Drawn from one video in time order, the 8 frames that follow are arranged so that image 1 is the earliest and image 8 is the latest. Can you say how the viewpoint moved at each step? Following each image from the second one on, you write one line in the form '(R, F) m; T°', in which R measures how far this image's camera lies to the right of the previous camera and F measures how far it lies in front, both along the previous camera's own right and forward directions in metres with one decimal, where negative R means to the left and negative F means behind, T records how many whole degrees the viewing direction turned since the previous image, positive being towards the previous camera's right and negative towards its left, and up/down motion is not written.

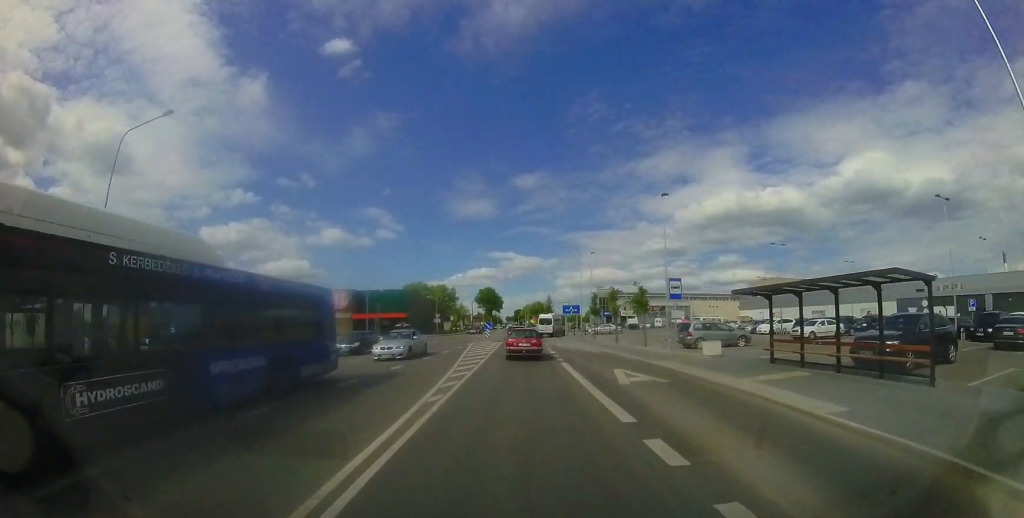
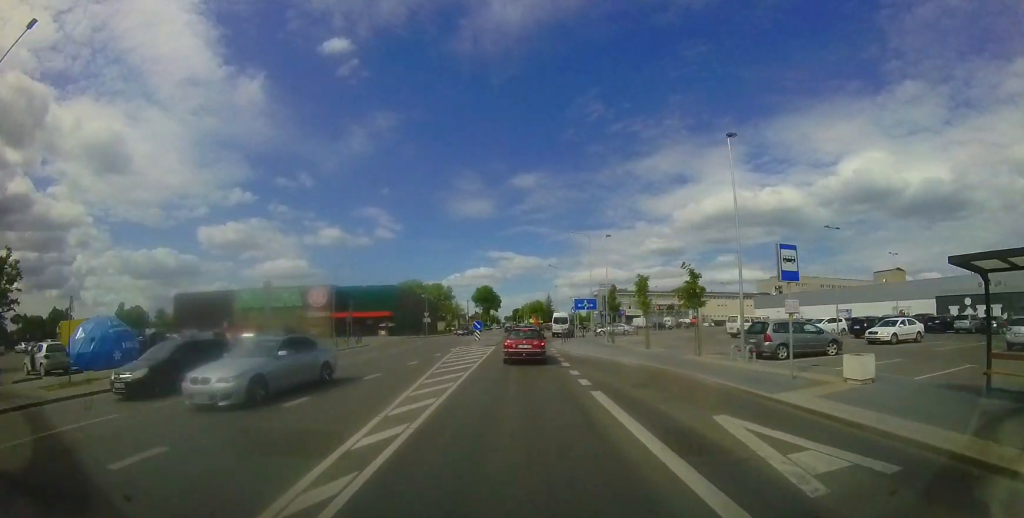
(0.0, +6.8) m; +1°
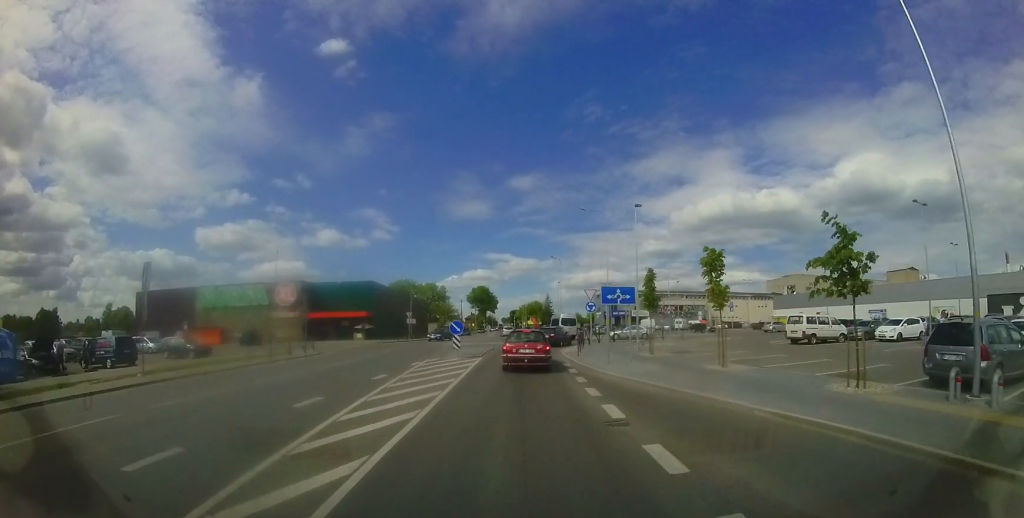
(+0.3, +8.4) m; +1°
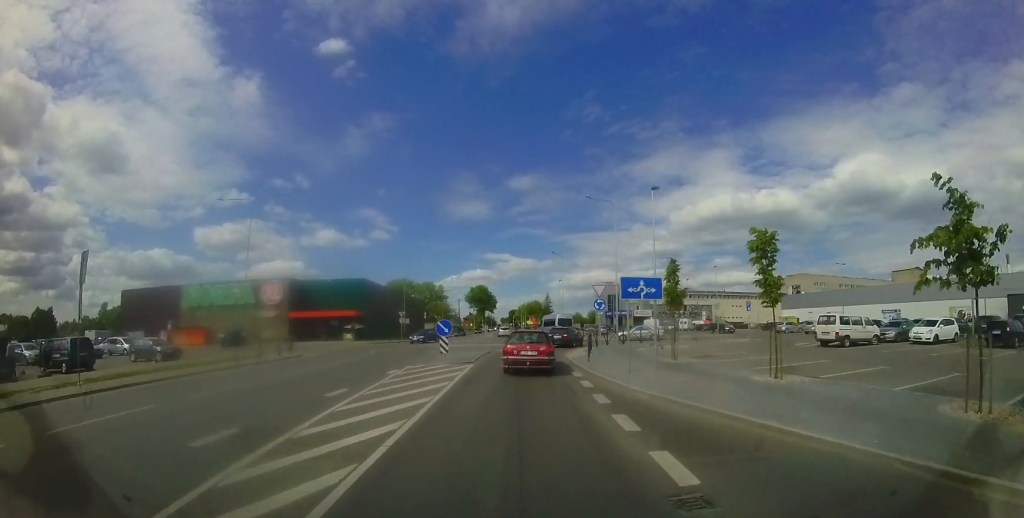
(-0.1, +3.0) m; 0°
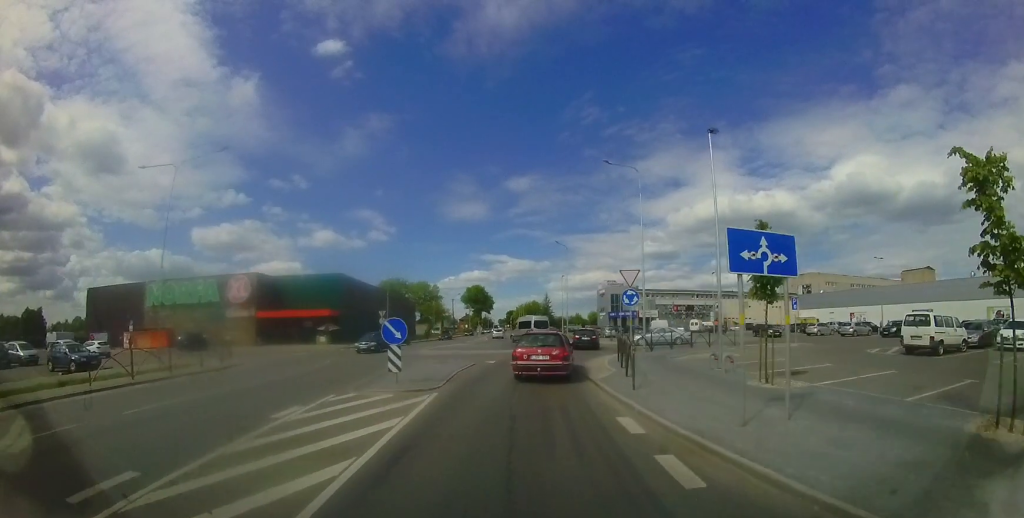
(0.0, +6.3) m; +2°
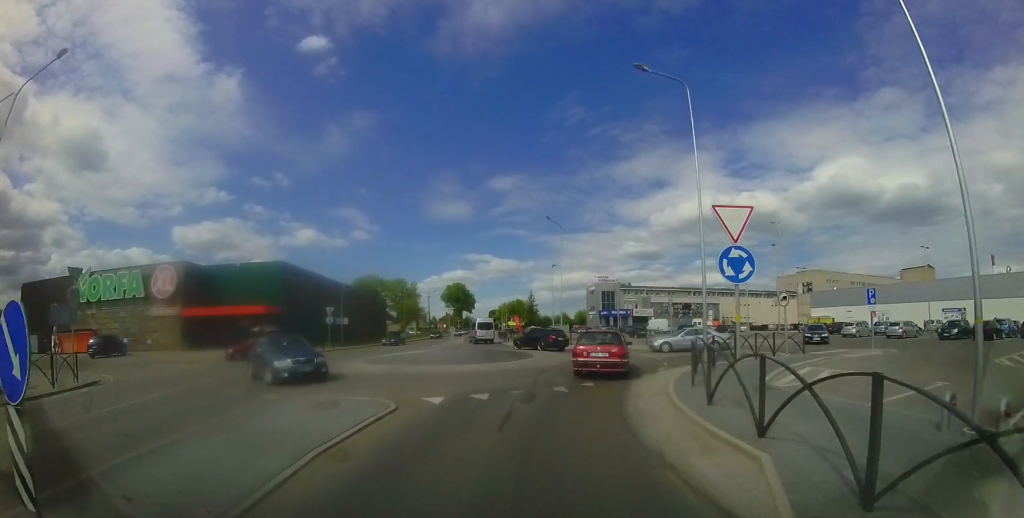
(+0.3, +8.9) m; -1°
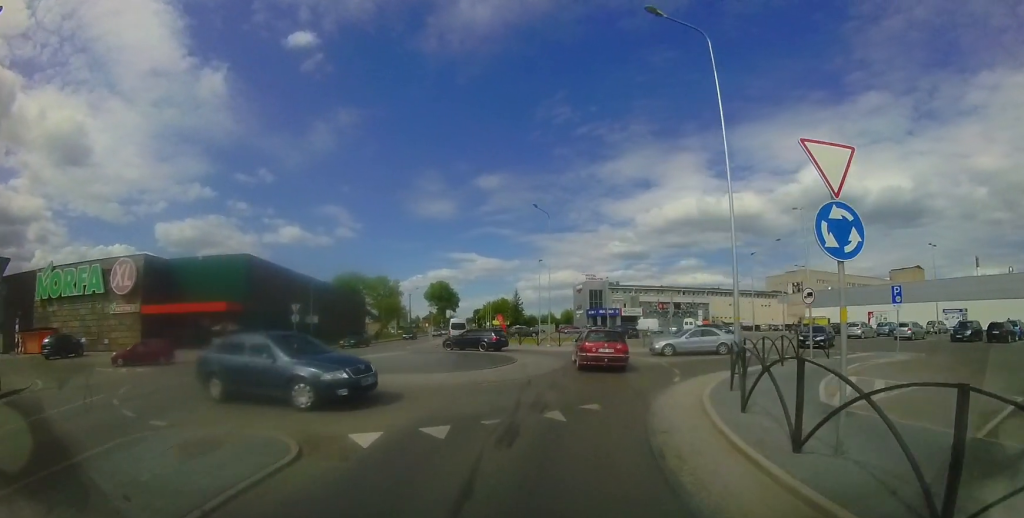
(-0.2, +3.8) m; 0°
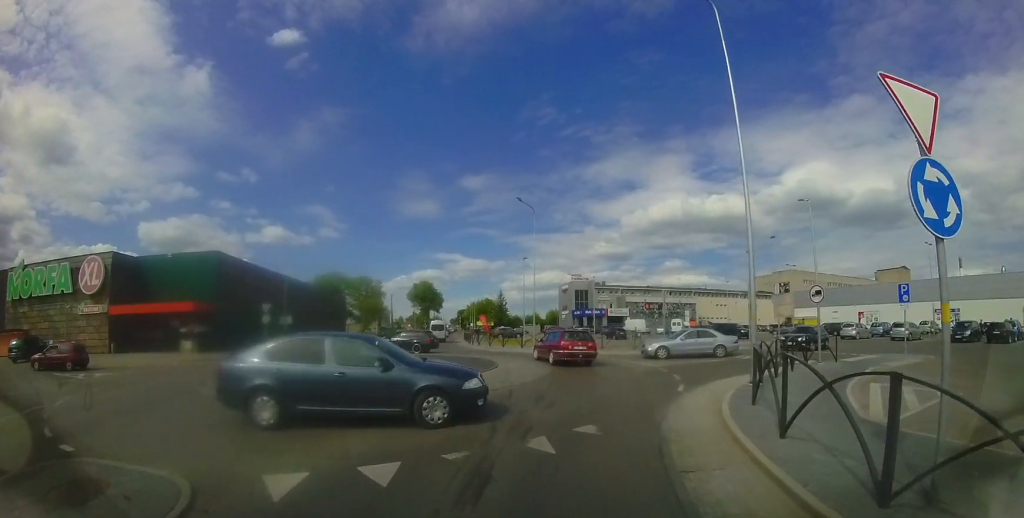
(0.0, +2.8) m; +2°
